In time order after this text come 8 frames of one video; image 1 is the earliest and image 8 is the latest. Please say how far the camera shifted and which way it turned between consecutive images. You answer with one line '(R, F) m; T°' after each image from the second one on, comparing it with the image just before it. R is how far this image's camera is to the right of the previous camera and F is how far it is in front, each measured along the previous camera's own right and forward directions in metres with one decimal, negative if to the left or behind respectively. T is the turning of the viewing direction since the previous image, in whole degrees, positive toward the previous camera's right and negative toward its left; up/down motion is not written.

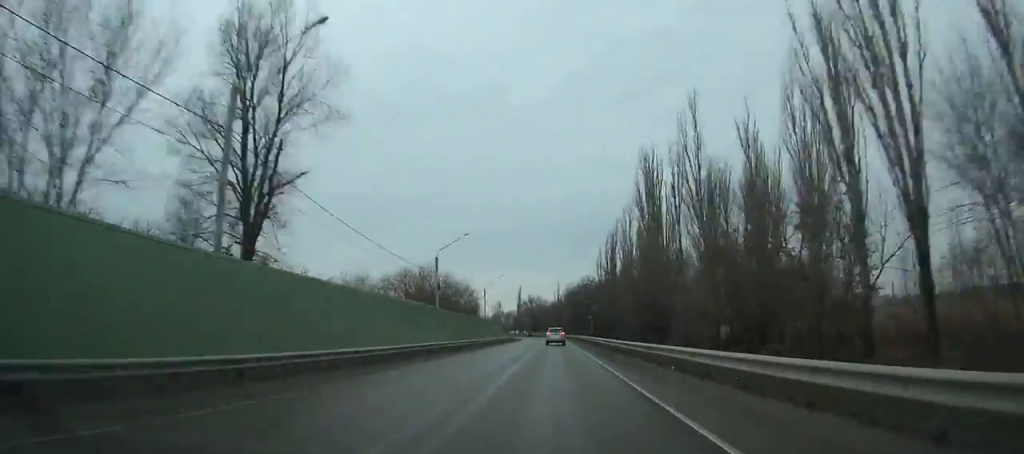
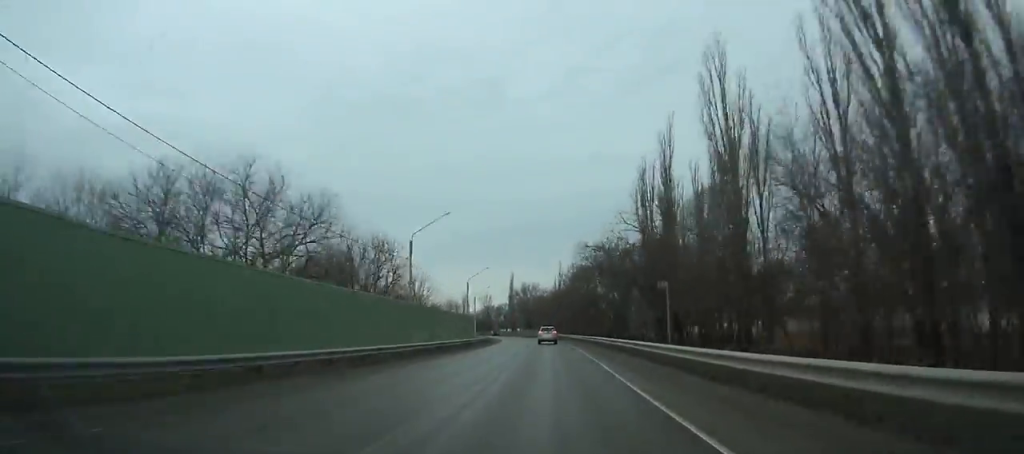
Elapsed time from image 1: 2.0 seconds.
(-0.4, +45.8) m; -2°
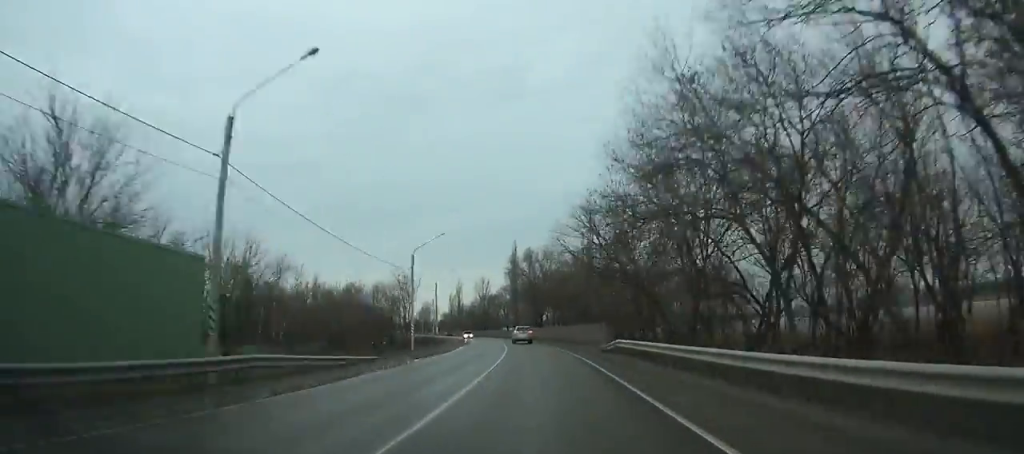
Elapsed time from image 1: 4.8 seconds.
(-1.5, +64.1) m; -4°
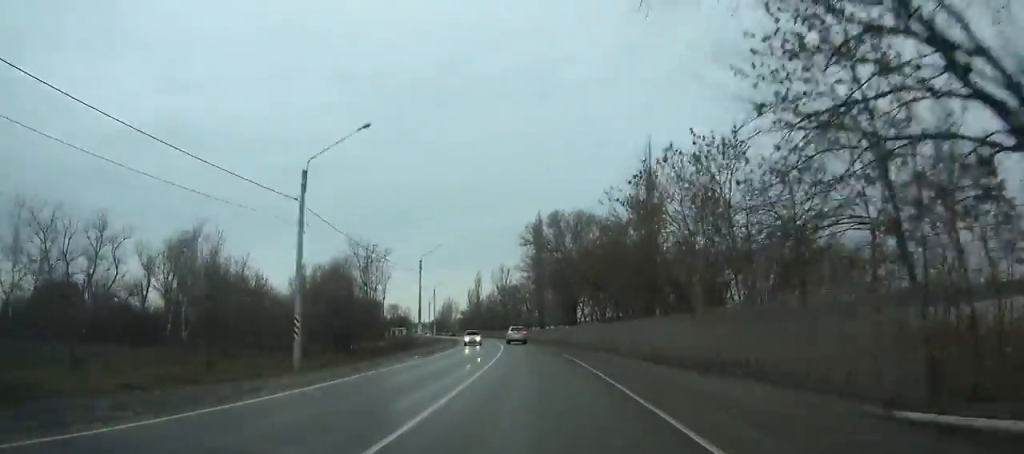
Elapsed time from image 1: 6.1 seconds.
(+0.3, +29.8) m; -3°
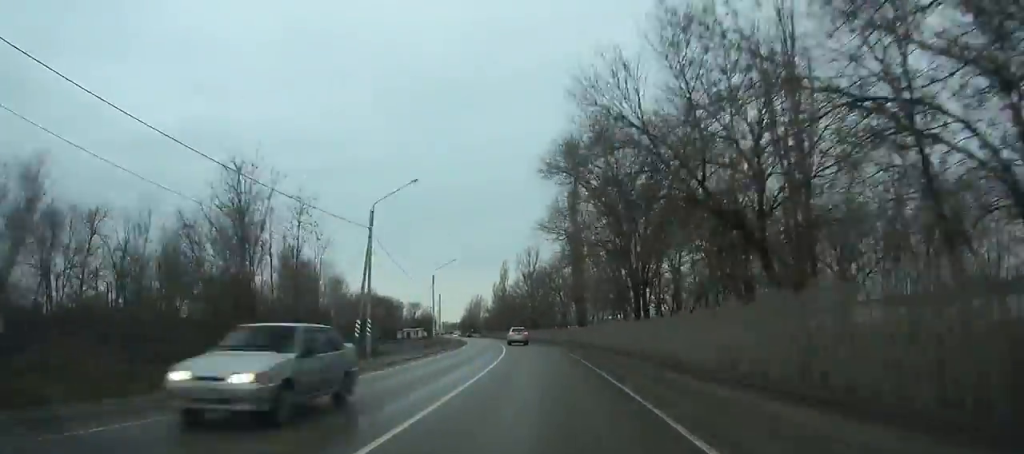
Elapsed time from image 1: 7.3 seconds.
(-1.7, +27.6) m; -3°
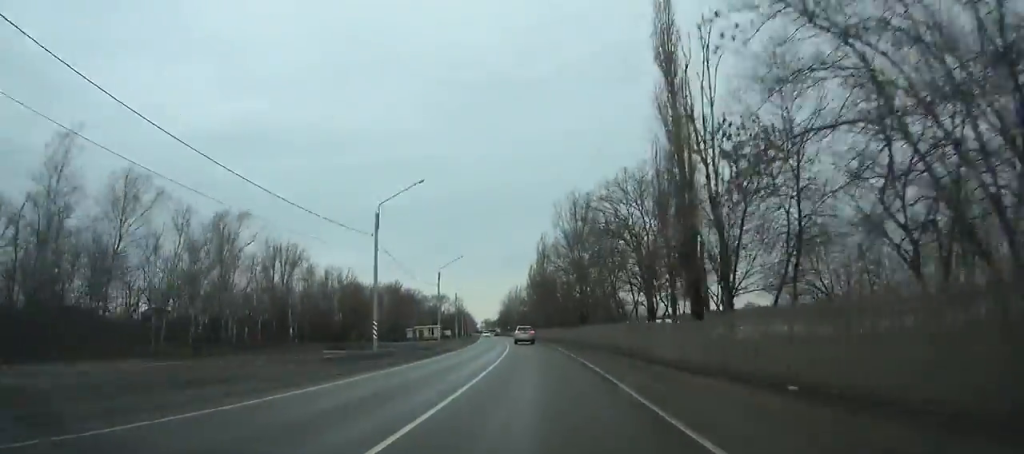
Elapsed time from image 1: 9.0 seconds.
(-0.9, +39.1) m; -4°
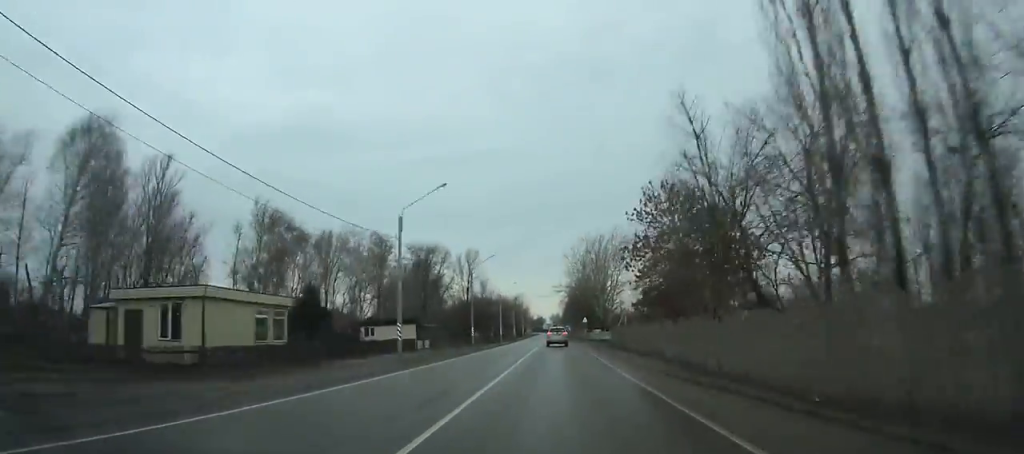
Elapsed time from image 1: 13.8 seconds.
(-6.7, +109.4) m; -5°
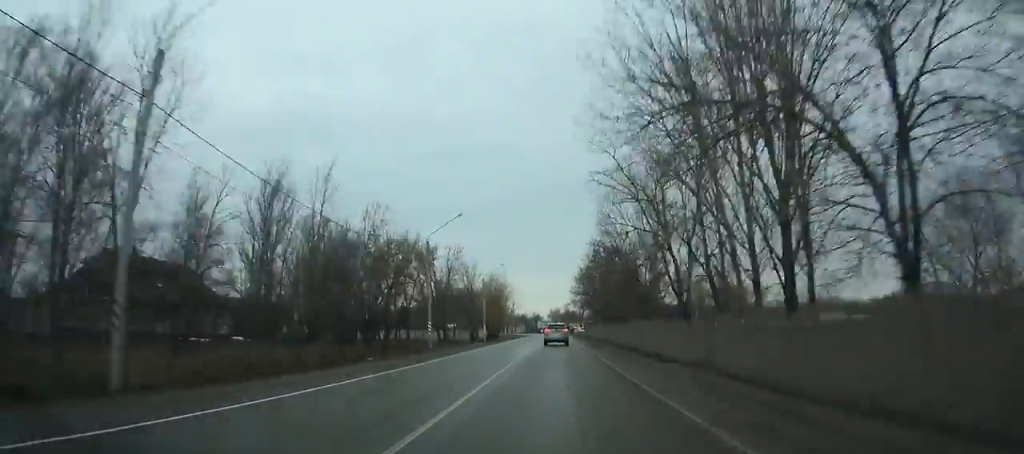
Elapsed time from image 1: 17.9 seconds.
(-1.5, +90.7) m; -1°
